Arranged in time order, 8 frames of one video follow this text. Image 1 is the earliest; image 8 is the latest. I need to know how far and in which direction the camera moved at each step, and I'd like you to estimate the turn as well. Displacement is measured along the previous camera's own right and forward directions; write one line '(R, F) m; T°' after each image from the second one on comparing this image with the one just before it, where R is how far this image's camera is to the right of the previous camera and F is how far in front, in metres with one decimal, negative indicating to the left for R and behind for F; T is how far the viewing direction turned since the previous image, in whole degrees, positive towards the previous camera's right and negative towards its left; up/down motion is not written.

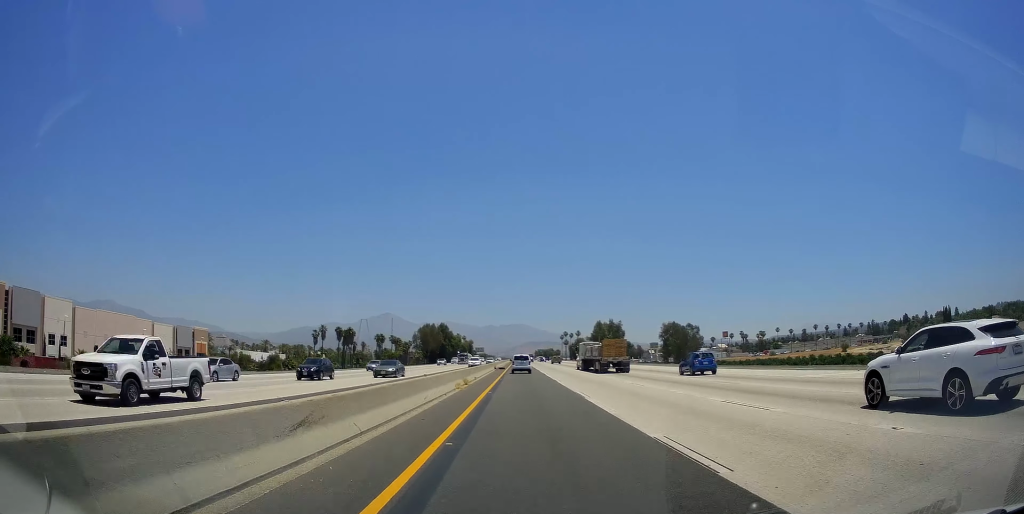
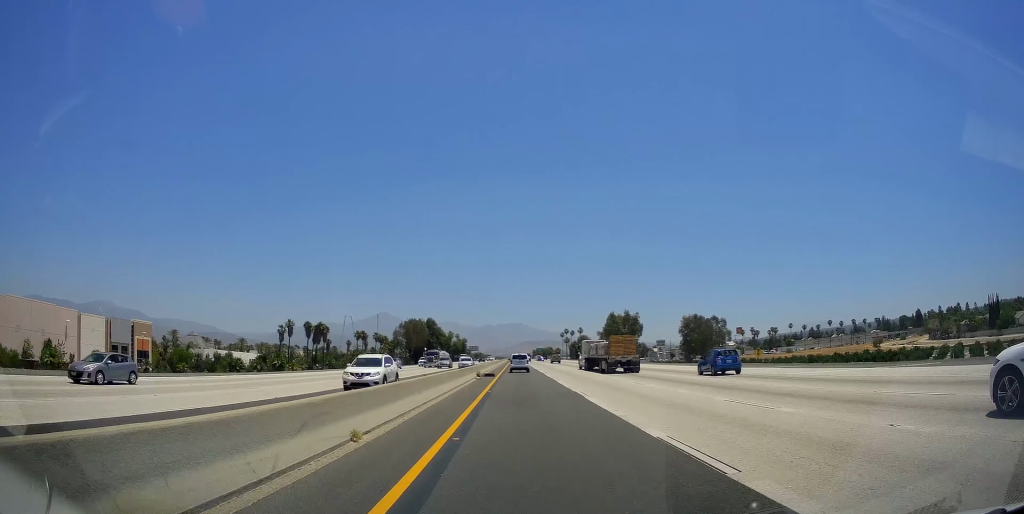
(0.0, +29.5) m; 0°
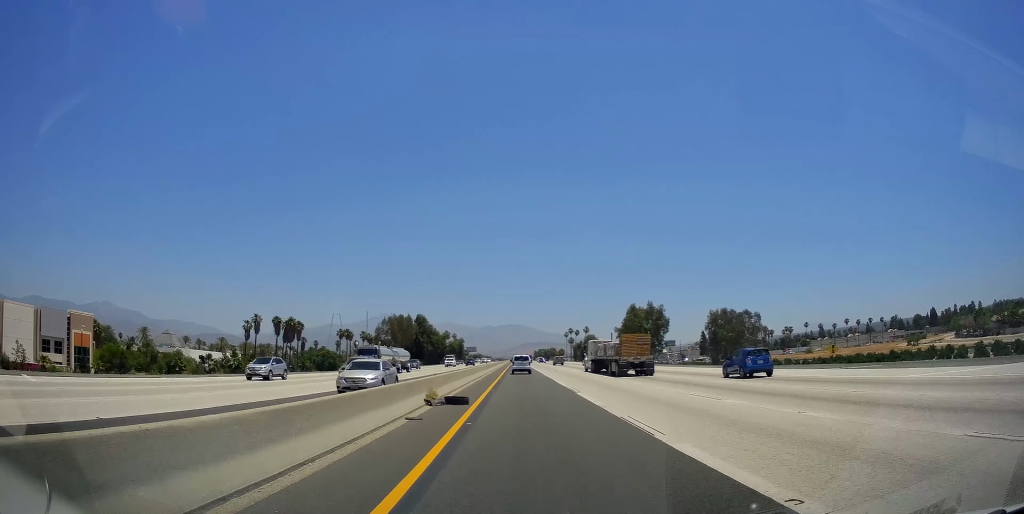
(0.0, +25.6) m; 0°
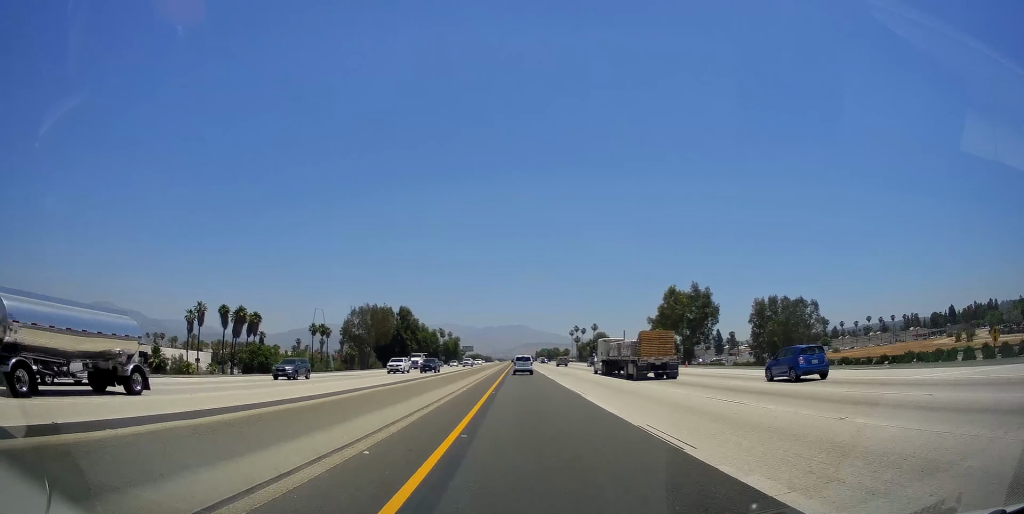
(0.0, +29.3) m; 0°
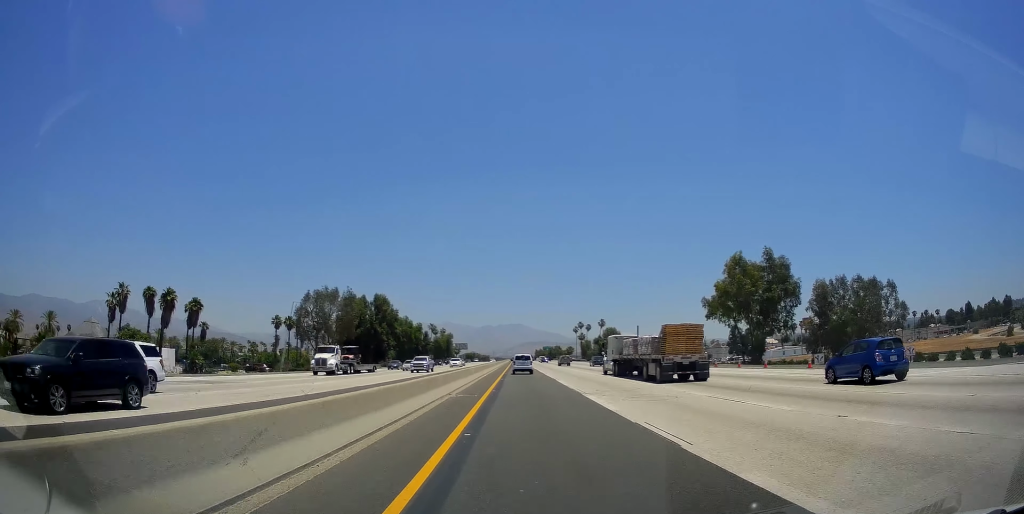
(0.0, +28.1) m; 0°
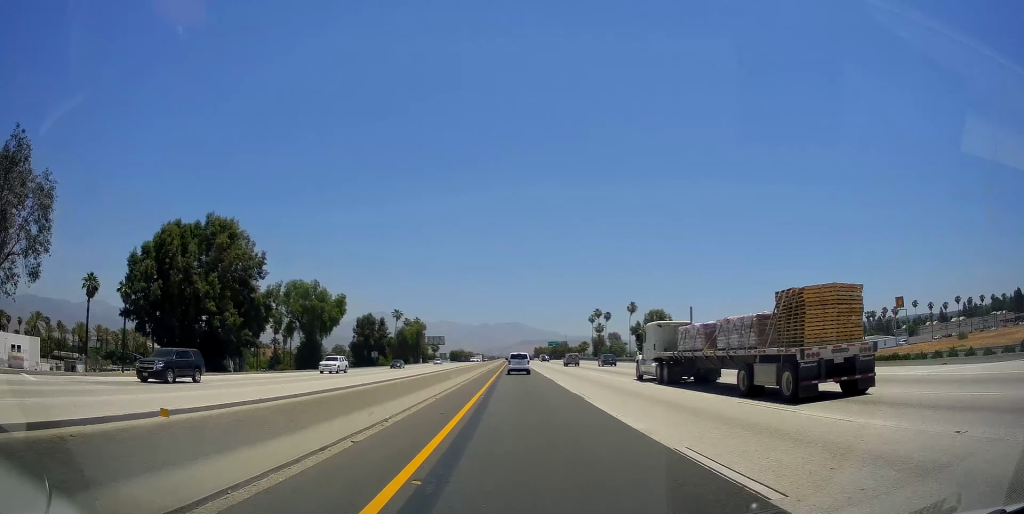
(0.0, +77.9) m; 0°
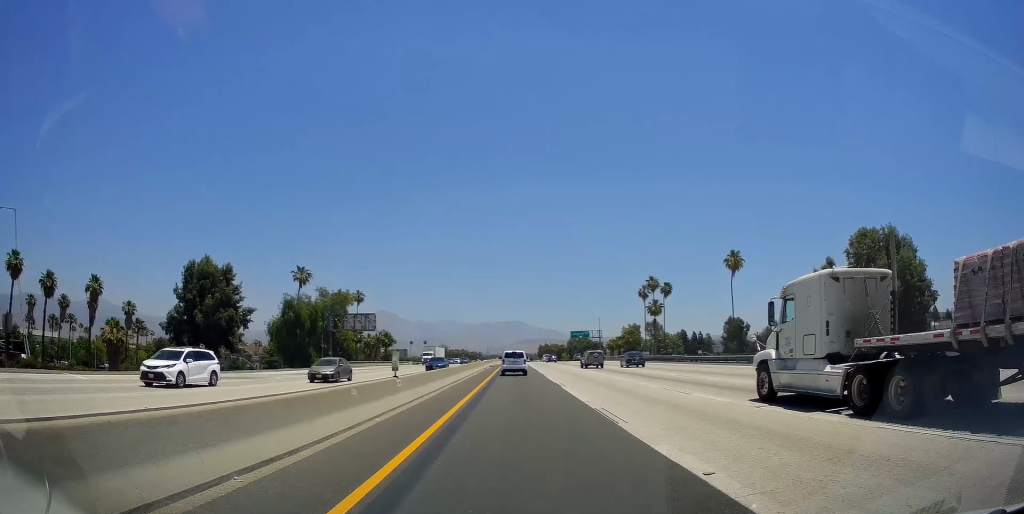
(0.0, +93.7) m; 0°
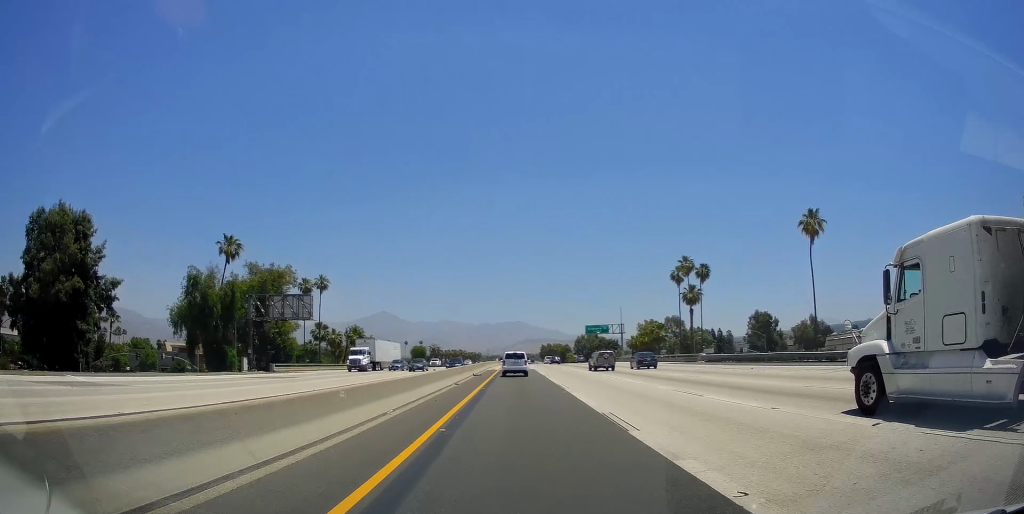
(0.0, +30.8) m; 0°
